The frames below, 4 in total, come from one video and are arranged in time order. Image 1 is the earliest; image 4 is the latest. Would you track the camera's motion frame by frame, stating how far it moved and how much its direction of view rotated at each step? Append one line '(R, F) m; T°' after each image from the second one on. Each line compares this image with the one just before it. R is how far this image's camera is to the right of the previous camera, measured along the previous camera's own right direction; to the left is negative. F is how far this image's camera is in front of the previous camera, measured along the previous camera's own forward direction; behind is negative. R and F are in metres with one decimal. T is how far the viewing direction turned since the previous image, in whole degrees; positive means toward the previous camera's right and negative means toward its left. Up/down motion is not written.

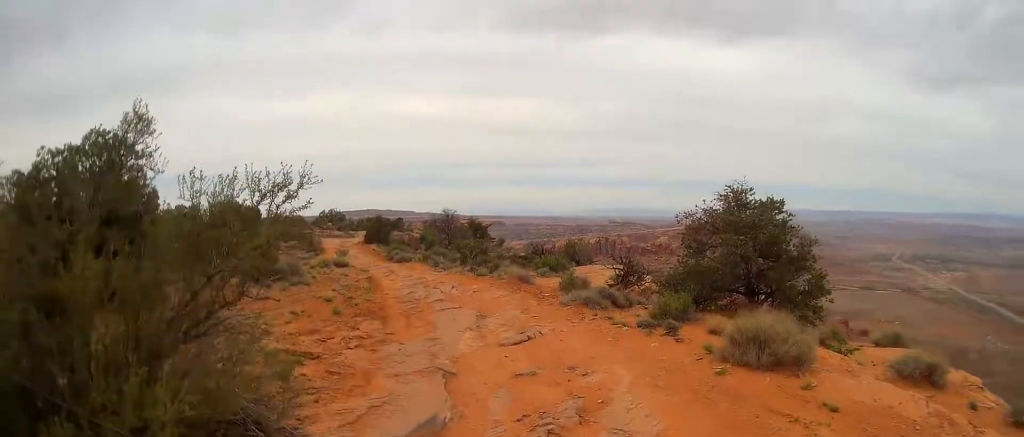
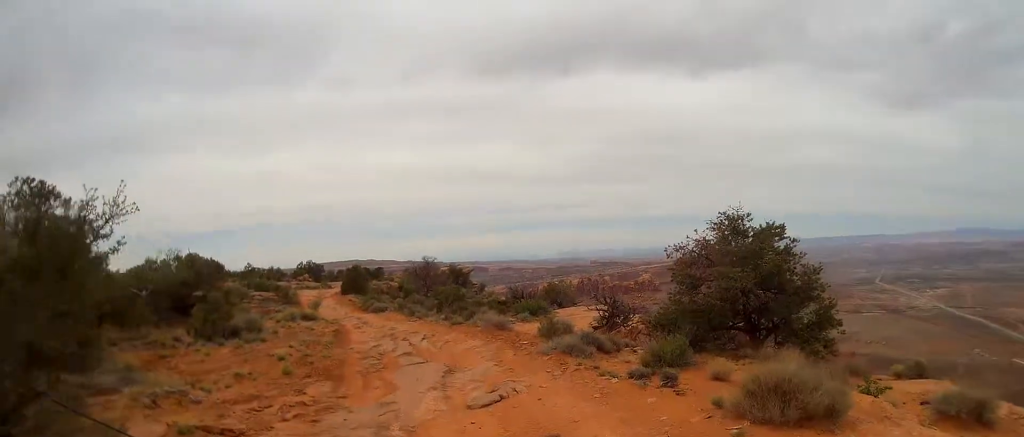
(-0.1, +1.8) m; -4°
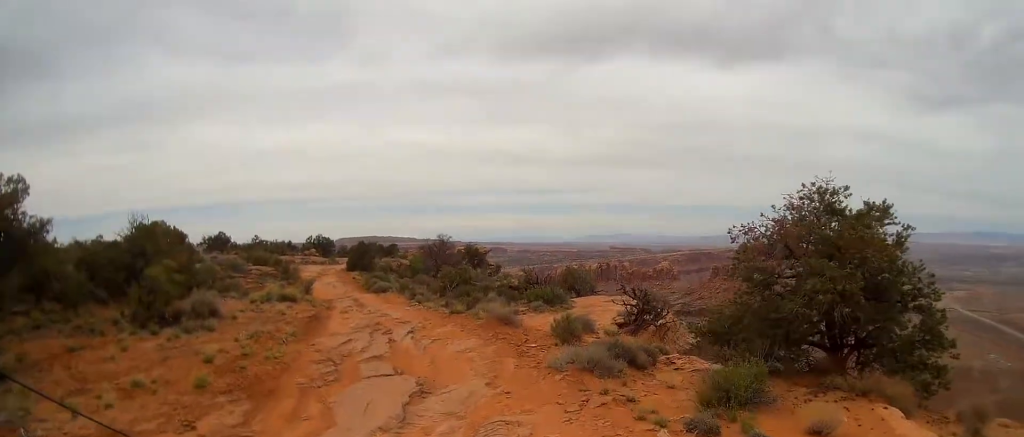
(+0.1, +3.8) m; +5°
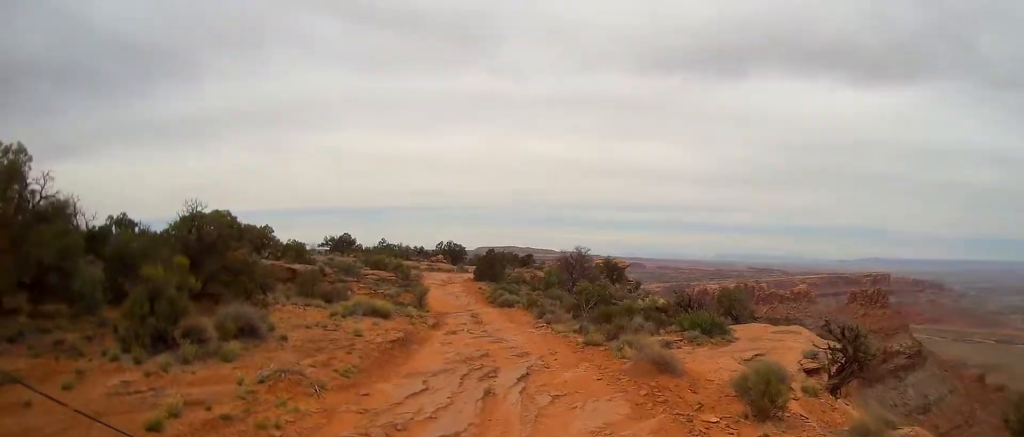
(-1.4, +4.8) m; -23°
